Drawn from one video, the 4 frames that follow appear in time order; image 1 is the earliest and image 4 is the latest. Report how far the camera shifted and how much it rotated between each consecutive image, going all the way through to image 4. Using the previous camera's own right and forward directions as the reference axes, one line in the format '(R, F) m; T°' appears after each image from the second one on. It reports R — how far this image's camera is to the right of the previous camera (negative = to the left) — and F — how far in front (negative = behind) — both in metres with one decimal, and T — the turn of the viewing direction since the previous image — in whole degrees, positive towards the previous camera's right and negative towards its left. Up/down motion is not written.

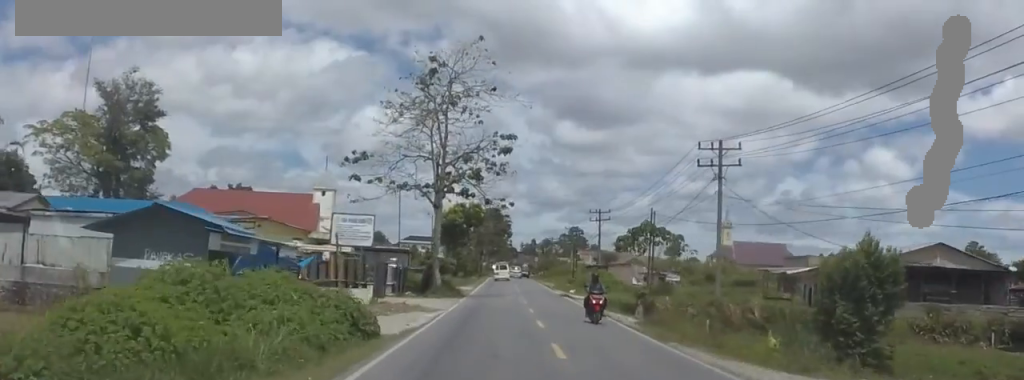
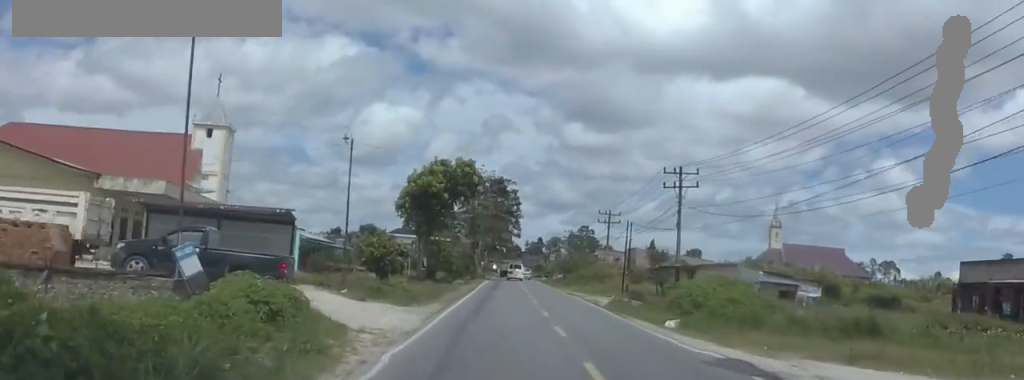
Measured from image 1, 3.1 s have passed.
(-0.3, +45.2) m; 0°
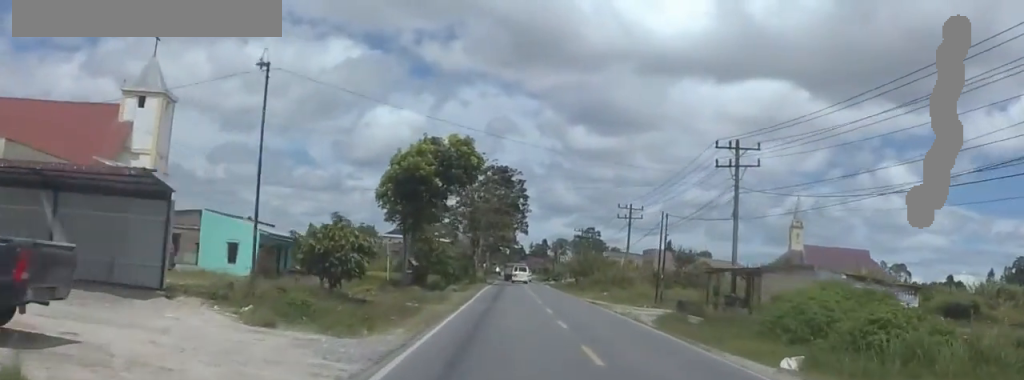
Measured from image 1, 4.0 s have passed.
(+0.2, +13.5) m; +3°
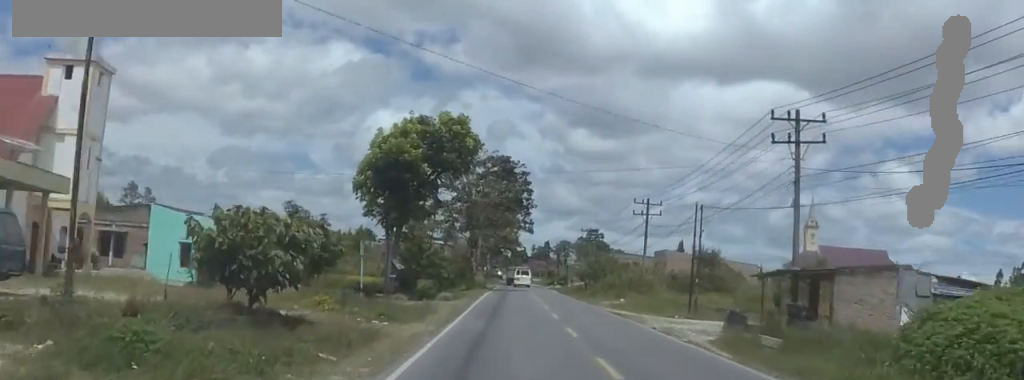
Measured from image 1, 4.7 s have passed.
(+0.2, +9.5) m; -1°
